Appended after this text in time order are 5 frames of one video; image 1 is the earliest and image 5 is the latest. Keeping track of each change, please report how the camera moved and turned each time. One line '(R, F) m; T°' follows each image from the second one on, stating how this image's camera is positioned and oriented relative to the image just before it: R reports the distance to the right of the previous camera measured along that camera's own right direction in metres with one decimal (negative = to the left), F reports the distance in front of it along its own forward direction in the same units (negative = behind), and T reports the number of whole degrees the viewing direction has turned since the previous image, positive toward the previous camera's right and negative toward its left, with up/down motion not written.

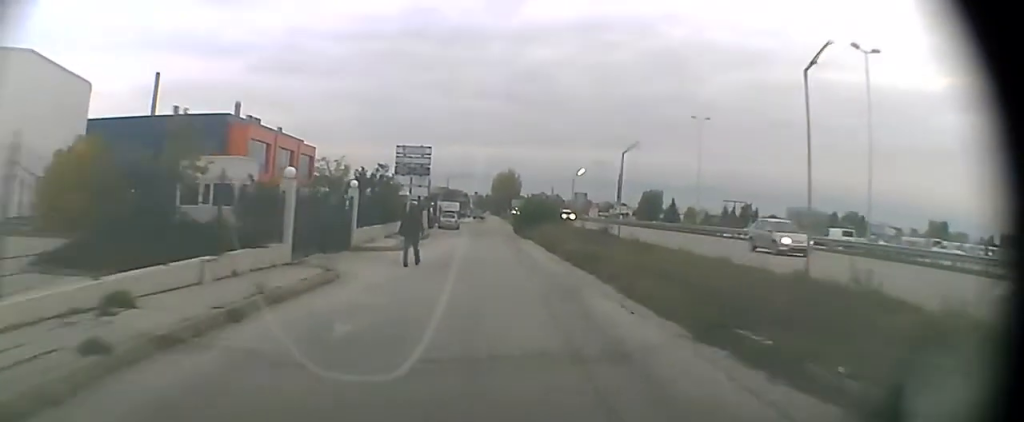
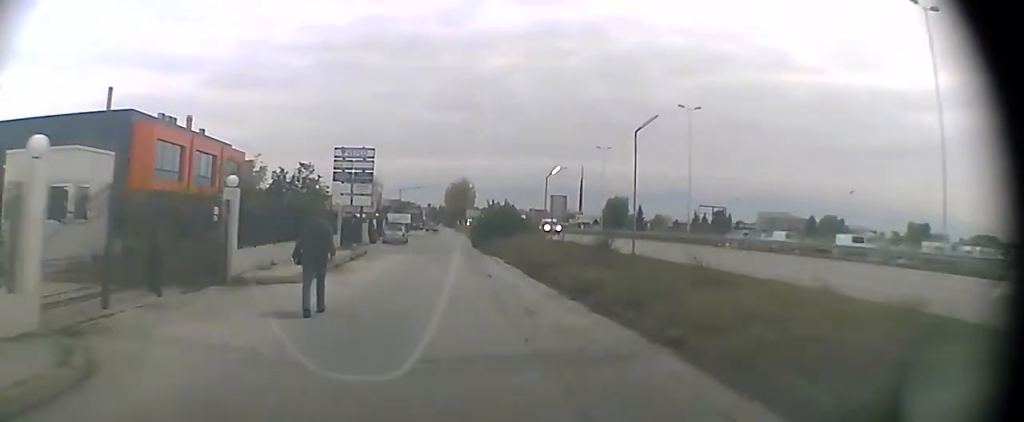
(+0.2, +9.7) m; +3°
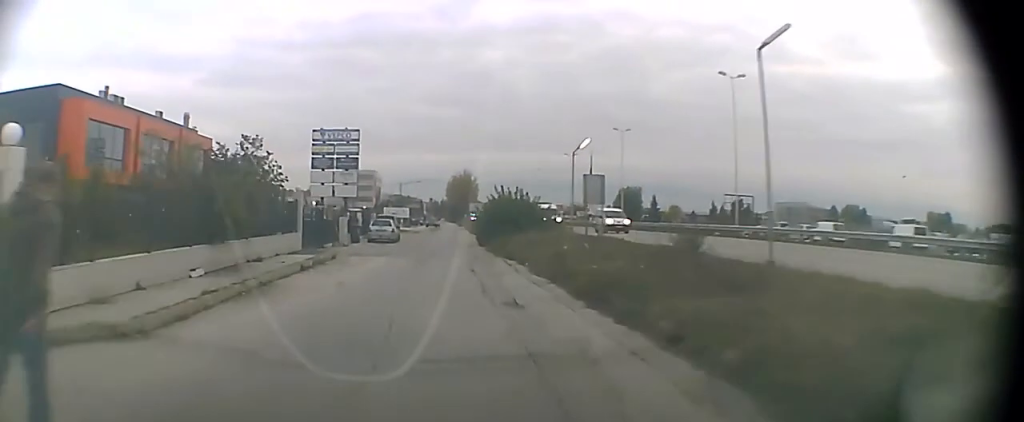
(+0.1, +10.0) m; 0°
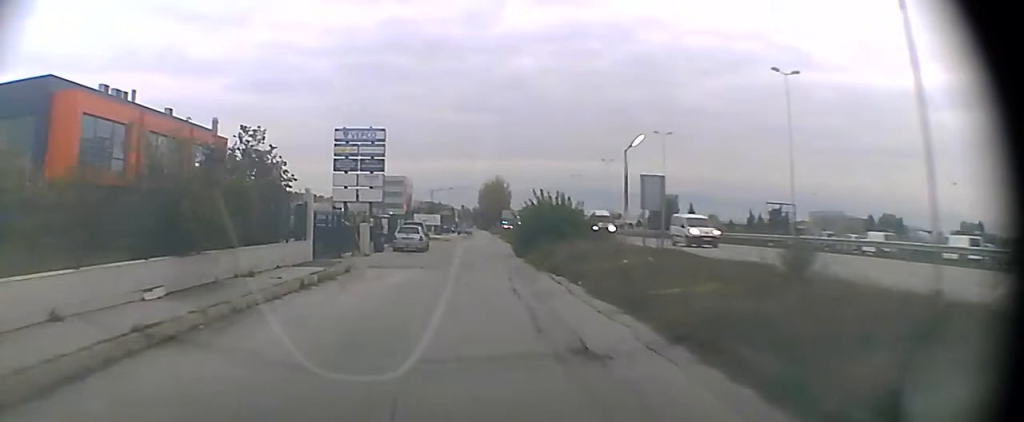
(-0.1, +4.1) m; -1°
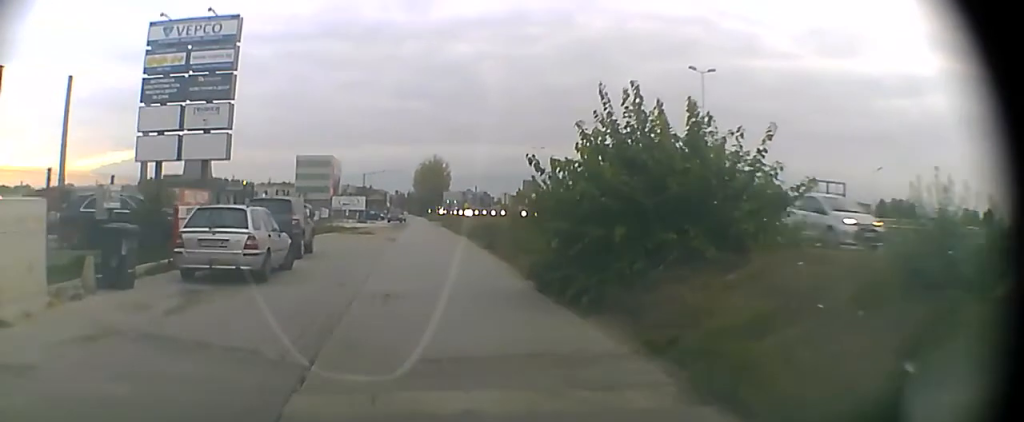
(+0.6, +25.5) m; +5°
